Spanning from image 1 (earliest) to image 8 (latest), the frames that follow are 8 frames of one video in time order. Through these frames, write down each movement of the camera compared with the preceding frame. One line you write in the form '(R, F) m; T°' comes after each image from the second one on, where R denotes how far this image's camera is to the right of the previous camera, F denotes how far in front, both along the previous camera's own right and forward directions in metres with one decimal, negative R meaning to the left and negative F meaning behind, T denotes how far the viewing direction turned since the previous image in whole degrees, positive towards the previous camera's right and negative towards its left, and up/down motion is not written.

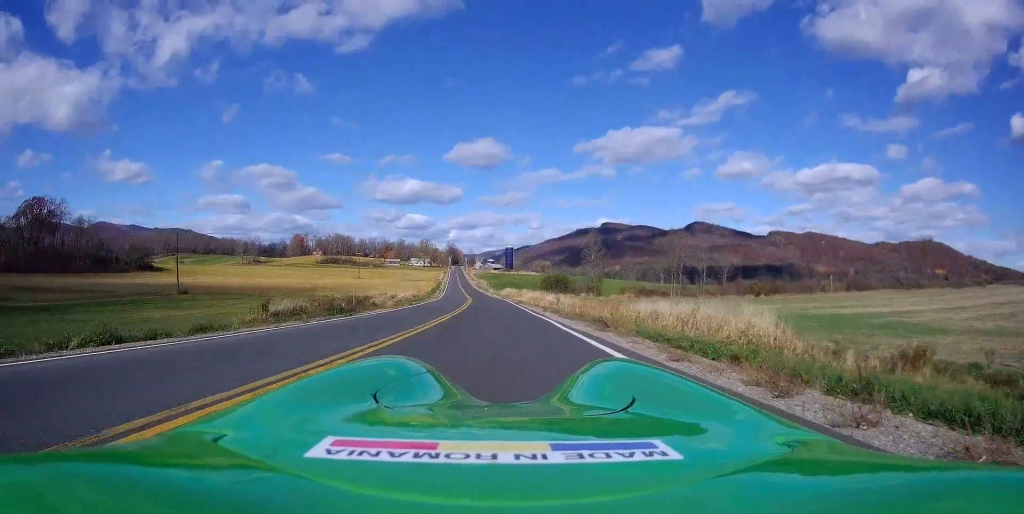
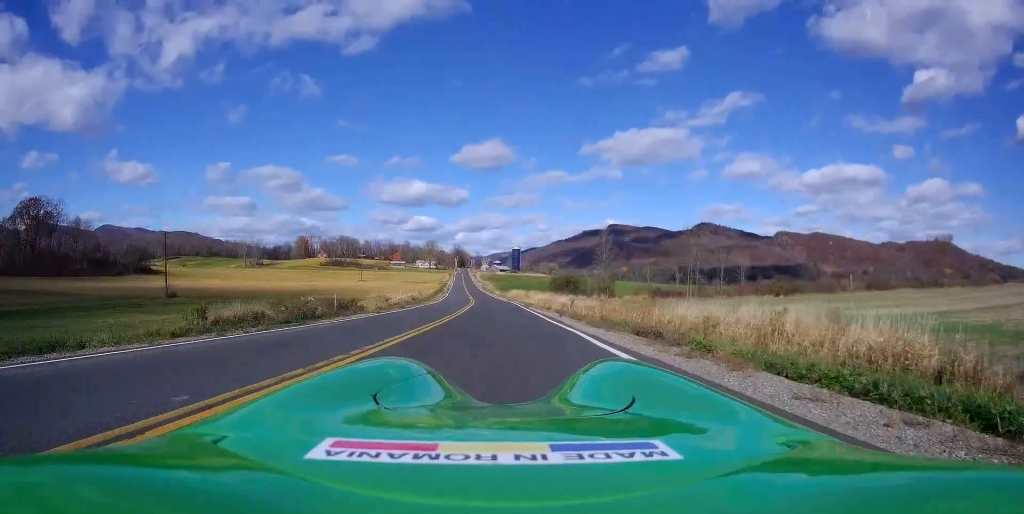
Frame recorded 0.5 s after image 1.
(+0.1, +5.7) m; 0°
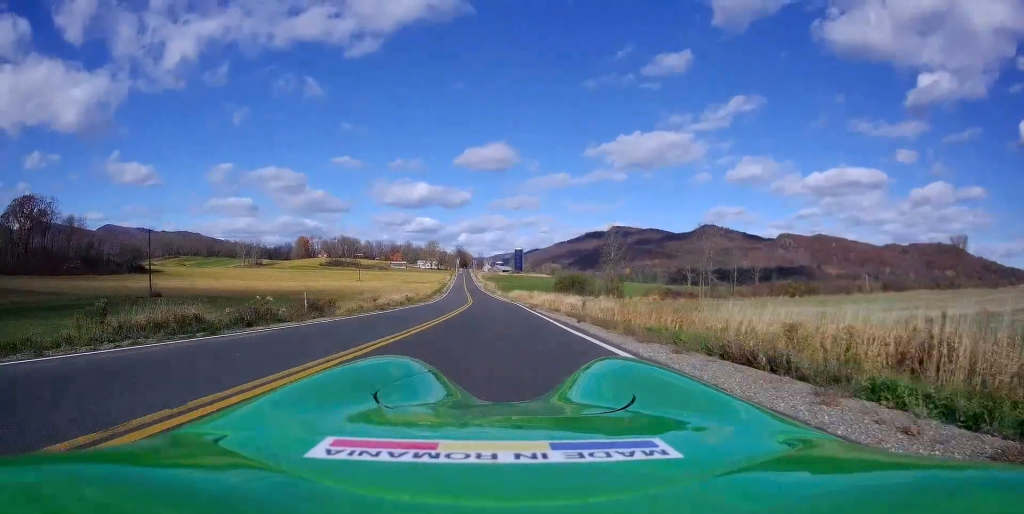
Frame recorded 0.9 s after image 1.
(-0.1, +5.7) m; -1°
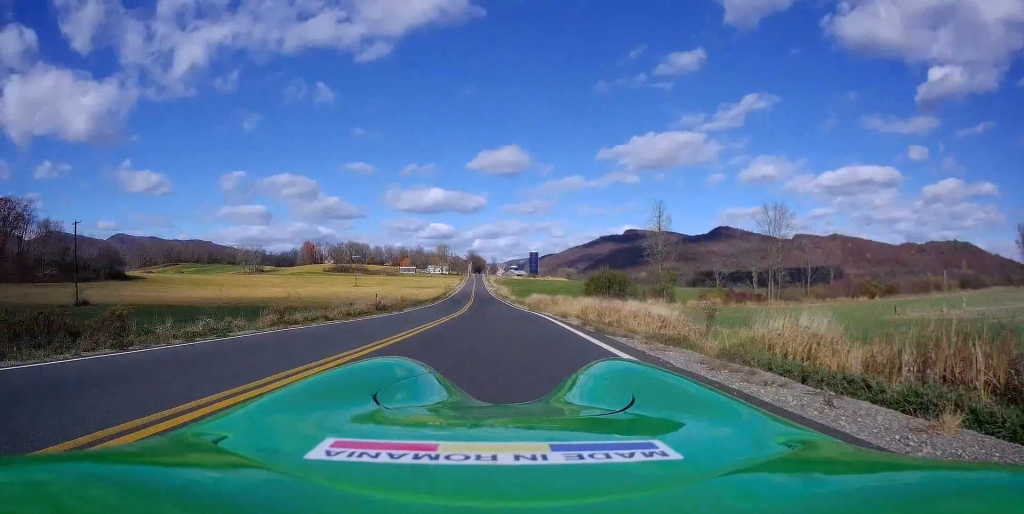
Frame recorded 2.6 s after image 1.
(-0.5, +21.3) m; -3°
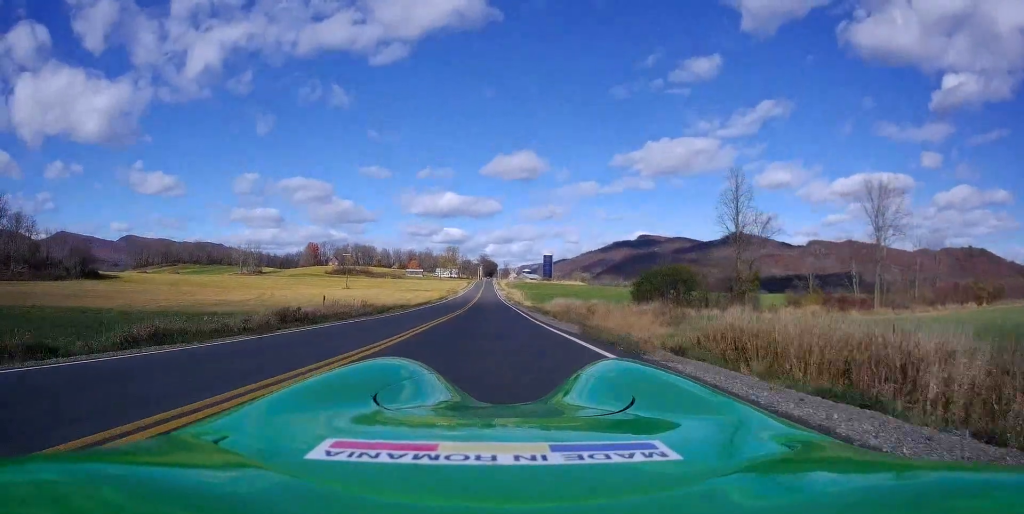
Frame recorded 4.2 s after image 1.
(-0.5, +21.4) m; 0°
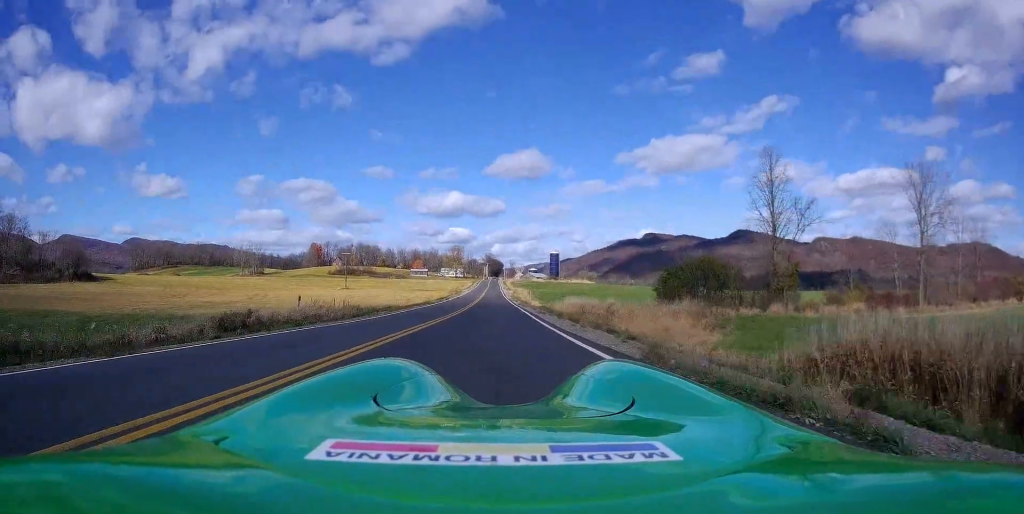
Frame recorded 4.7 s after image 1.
(+0.2, +6.1) m; 0°
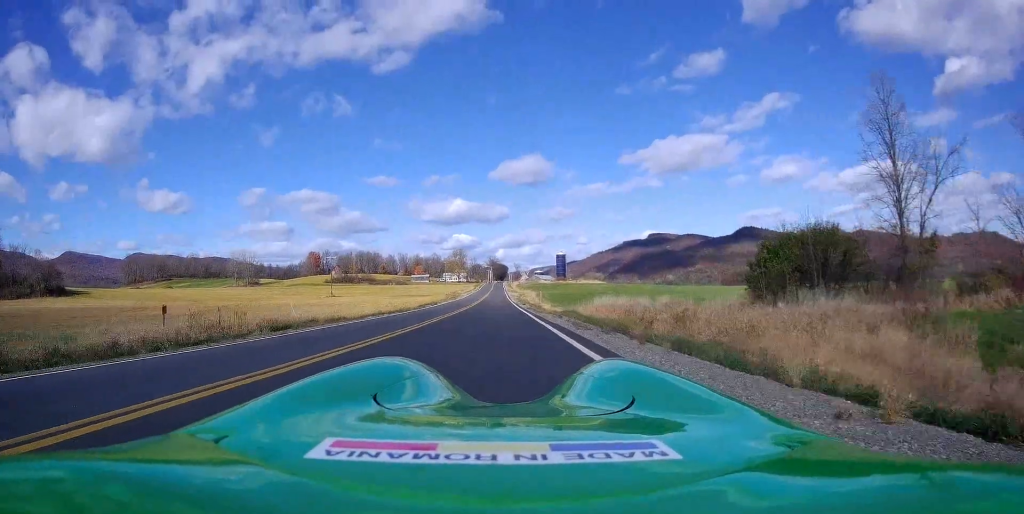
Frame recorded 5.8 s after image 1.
(0.0, +15.6) m; -2°
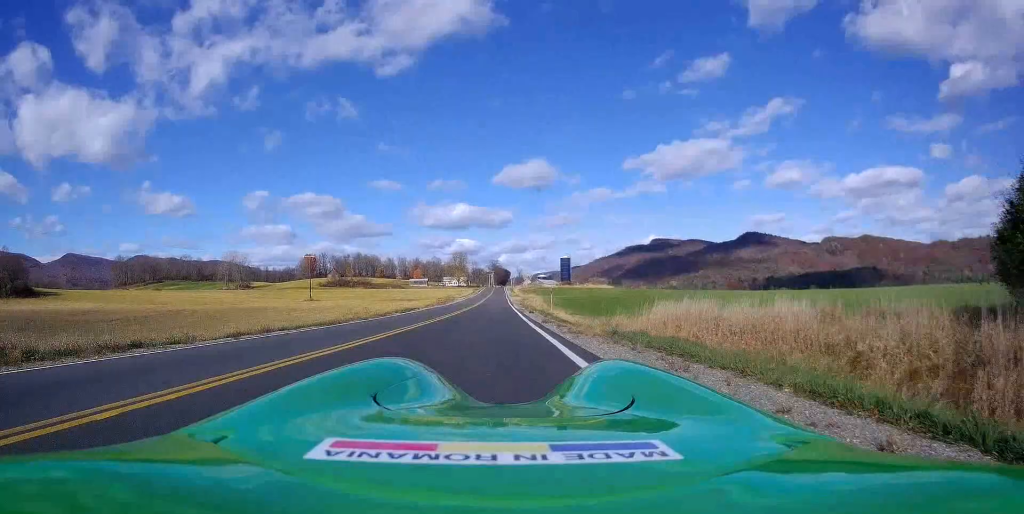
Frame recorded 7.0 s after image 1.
(-0.5, +15.1) m; -2°
